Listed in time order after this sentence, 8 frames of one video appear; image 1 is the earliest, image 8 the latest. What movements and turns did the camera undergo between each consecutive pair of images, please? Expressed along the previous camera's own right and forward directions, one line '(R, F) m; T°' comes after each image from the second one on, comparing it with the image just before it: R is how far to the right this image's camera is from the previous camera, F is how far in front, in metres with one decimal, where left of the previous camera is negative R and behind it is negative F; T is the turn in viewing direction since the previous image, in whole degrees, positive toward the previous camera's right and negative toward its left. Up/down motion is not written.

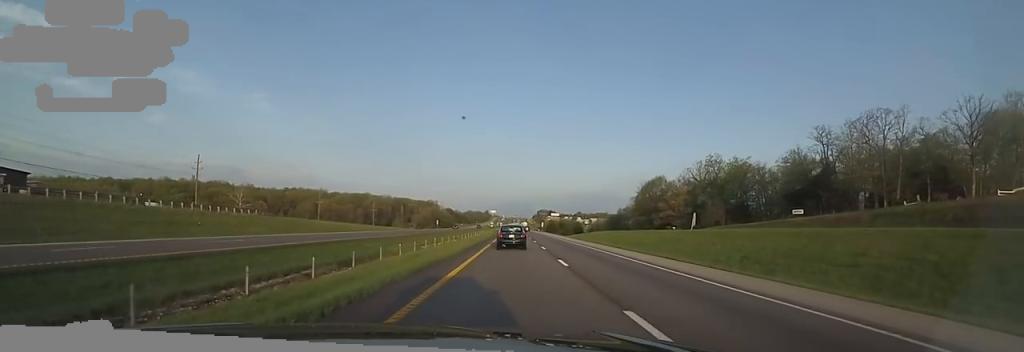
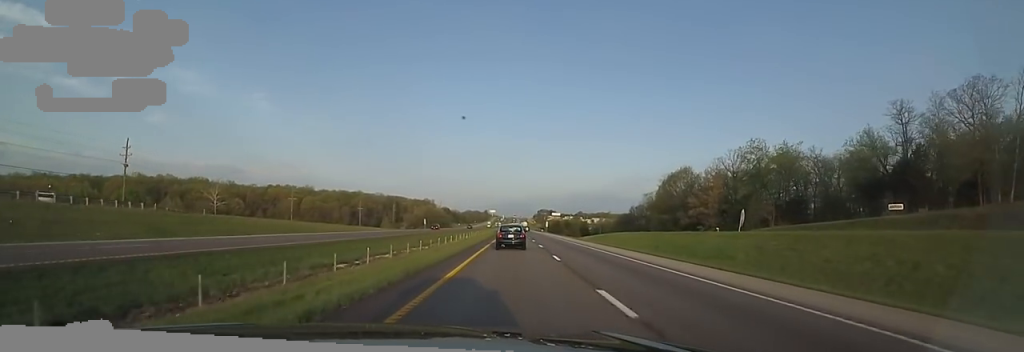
(-0.5, +21.5) m; 0°
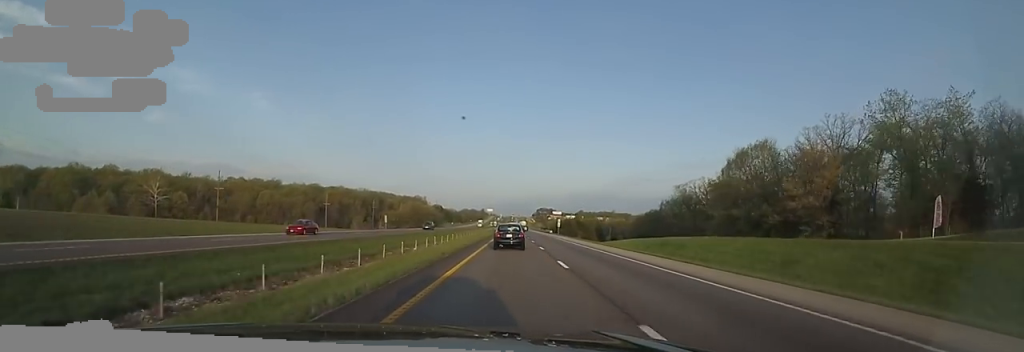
(-0.1, +39.1) m; 0°
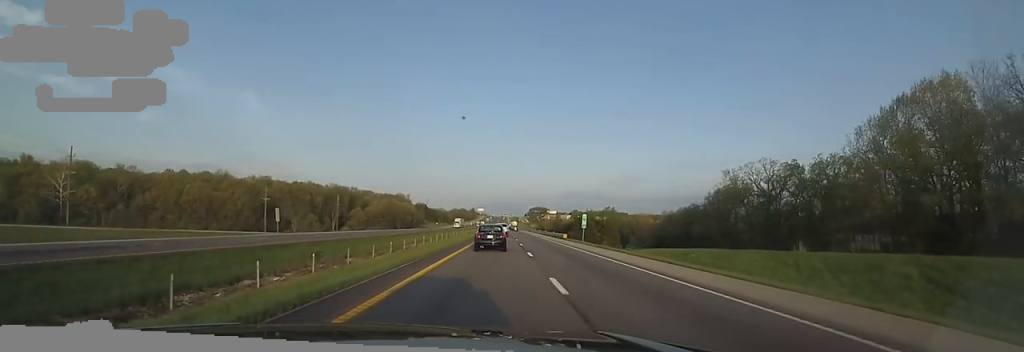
(-0.7, +41.4) m; +1°
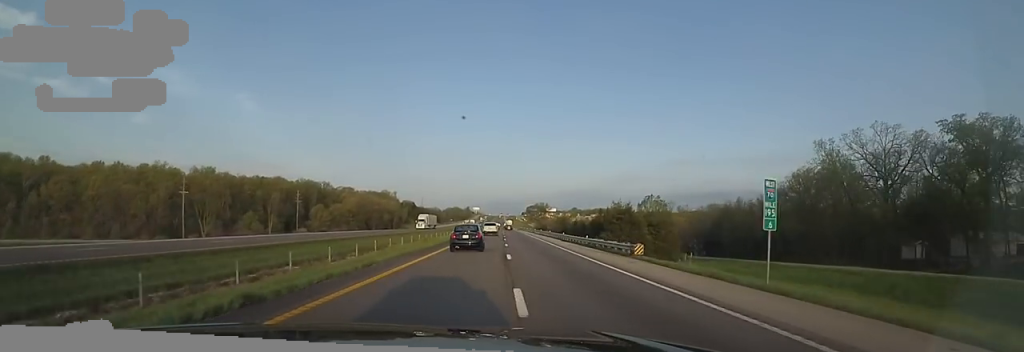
(+1.4, +39.1) m; 0°
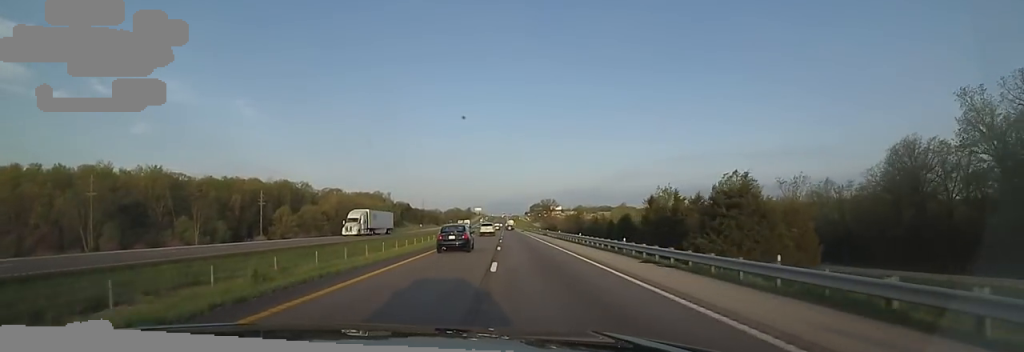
(-1.5, +30.2) m; 0°
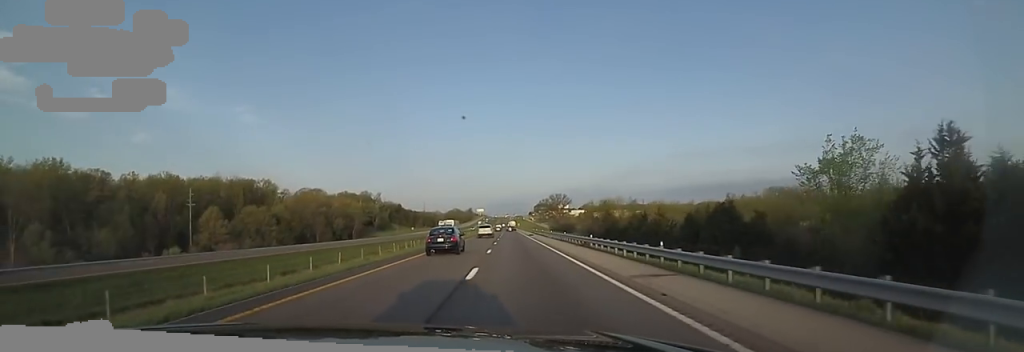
(+1.7, +39.9) m; +1°
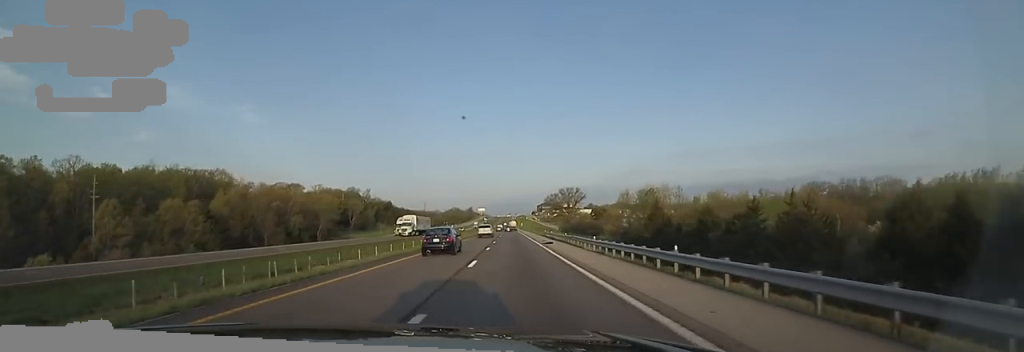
(-1.0, +33.2) m; -2°
